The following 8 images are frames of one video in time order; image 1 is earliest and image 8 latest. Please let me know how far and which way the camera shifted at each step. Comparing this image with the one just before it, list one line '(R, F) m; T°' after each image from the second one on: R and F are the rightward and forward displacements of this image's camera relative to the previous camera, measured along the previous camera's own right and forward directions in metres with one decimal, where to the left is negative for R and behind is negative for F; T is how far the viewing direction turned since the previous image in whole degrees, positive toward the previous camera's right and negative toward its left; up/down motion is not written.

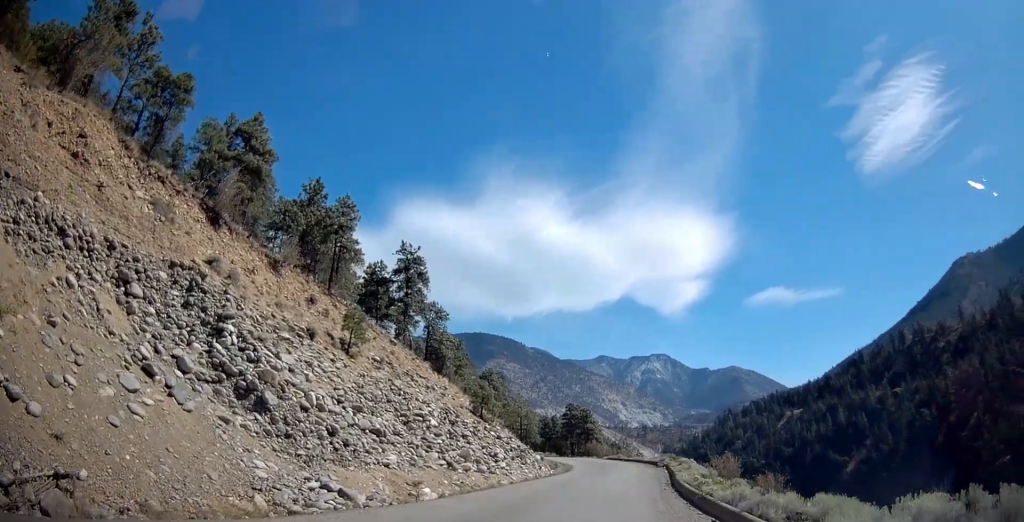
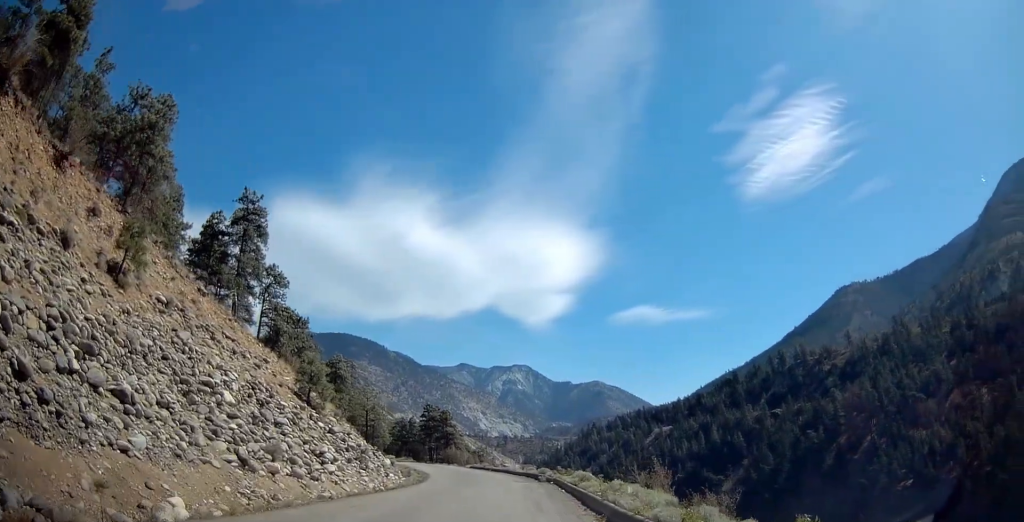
(+1.8, +10.6) m; +16°
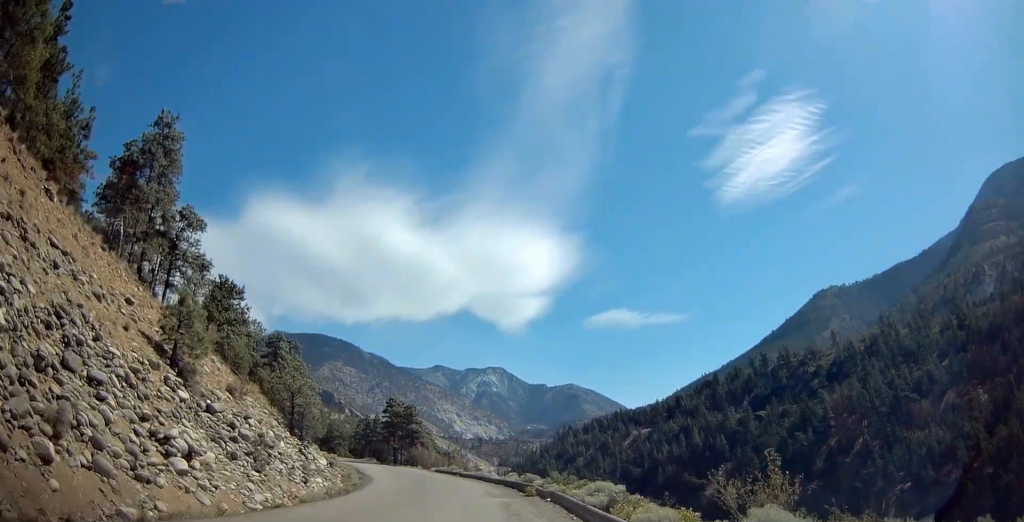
(+0.8, +12.1) m; +7°
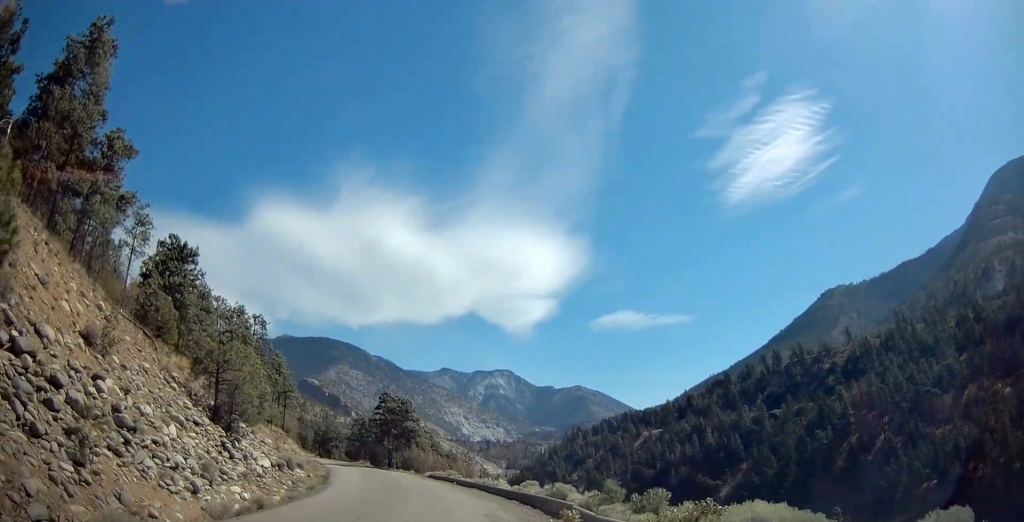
(+0.4, +11.3) m; +3°
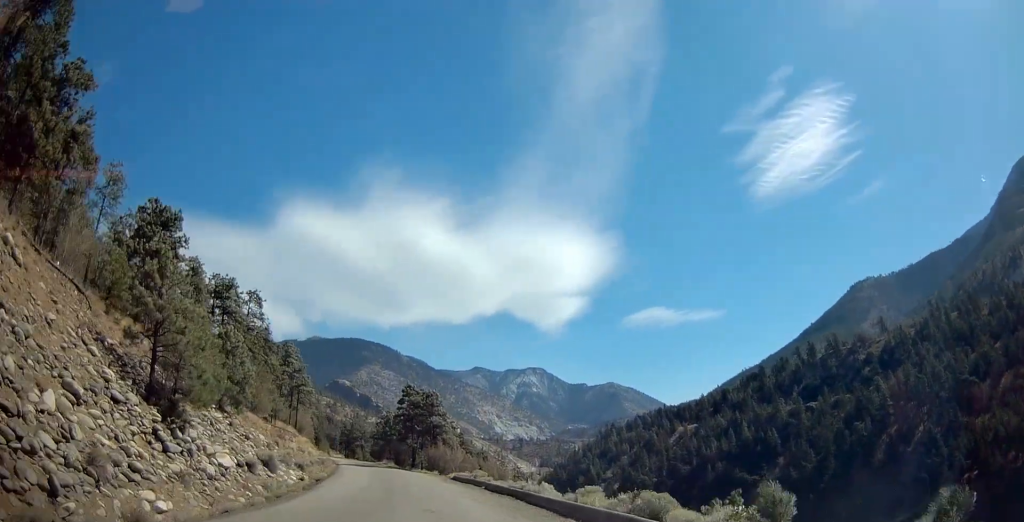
(+0.2, +7.8) m; -2°
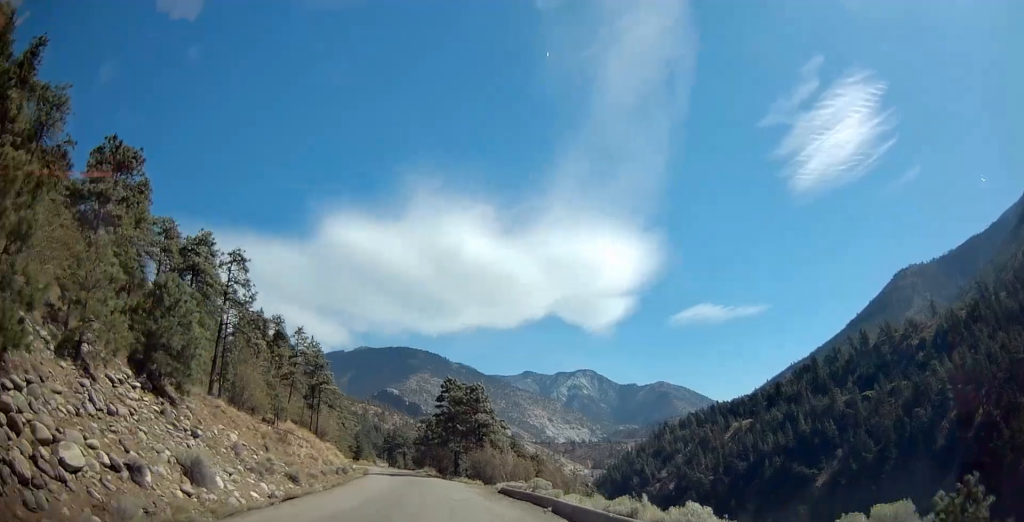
(-0.4, +11.2) m; -6°
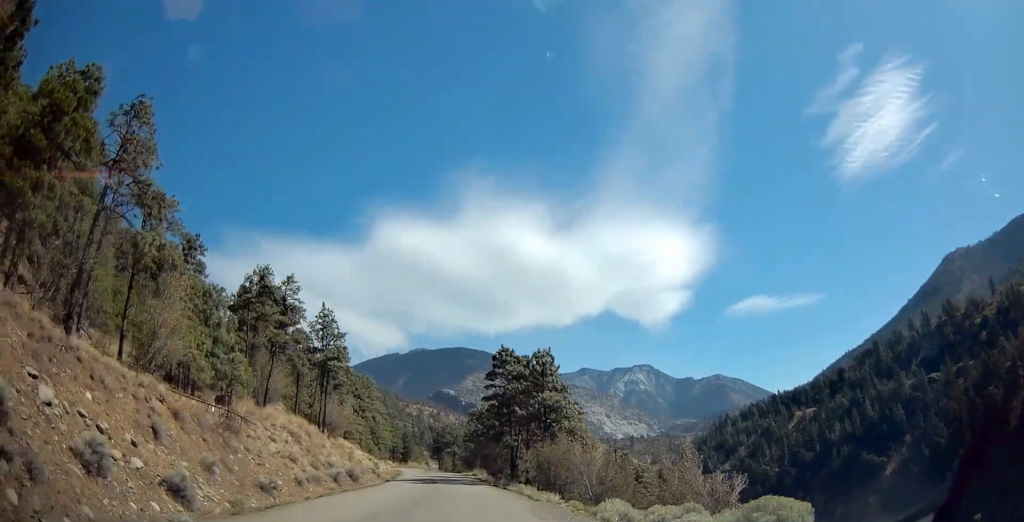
(-1.3, +17.1) m; -9°
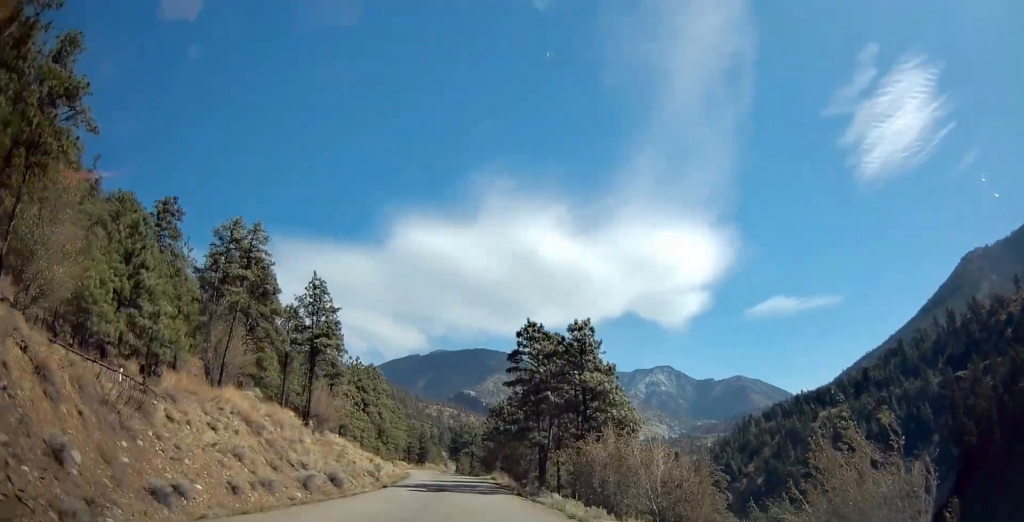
(-0.5, +9.5) m; -2°
